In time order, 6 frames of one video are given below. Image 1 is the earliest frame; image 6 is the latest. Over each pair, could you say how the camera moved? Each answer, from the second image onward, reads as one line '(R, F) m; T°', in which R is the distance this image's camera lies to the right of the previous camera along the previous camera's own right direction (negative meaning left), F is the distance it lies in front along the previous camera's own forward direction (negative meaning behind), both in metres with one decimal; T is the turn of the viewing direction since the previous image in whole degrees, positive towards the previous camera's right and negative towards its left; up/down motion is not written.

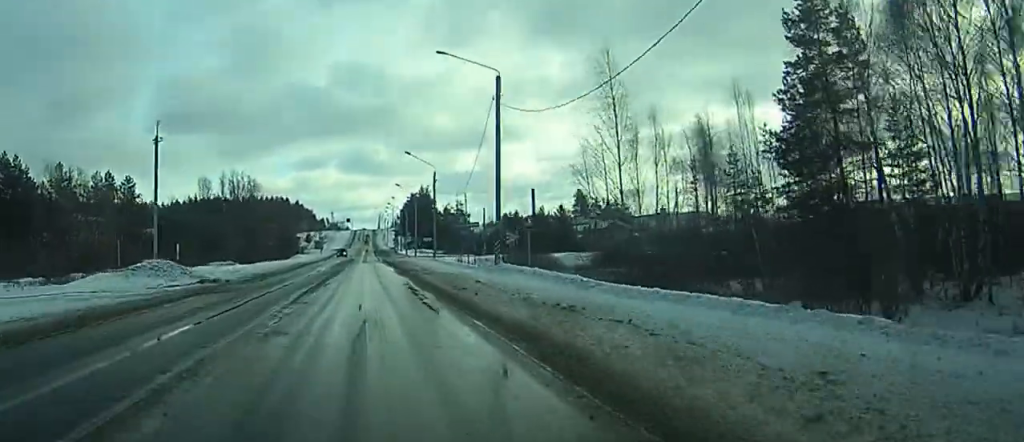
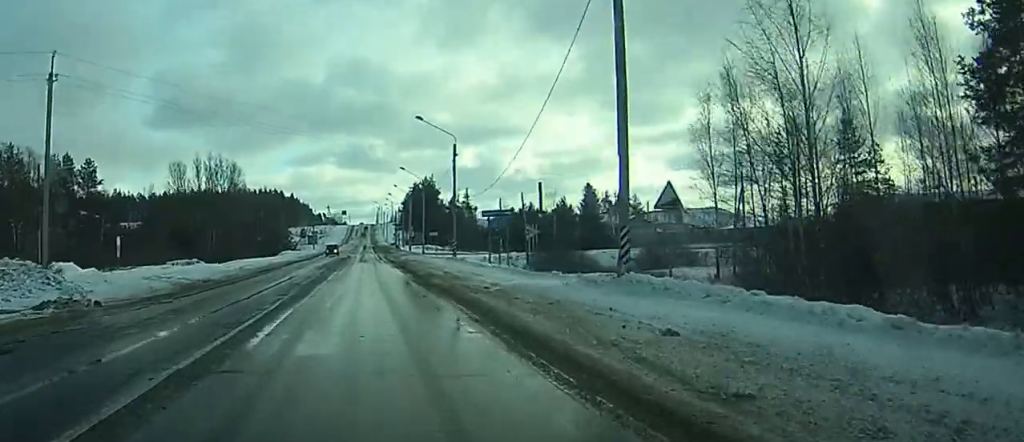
(-0.2, +20.1) m; 0°
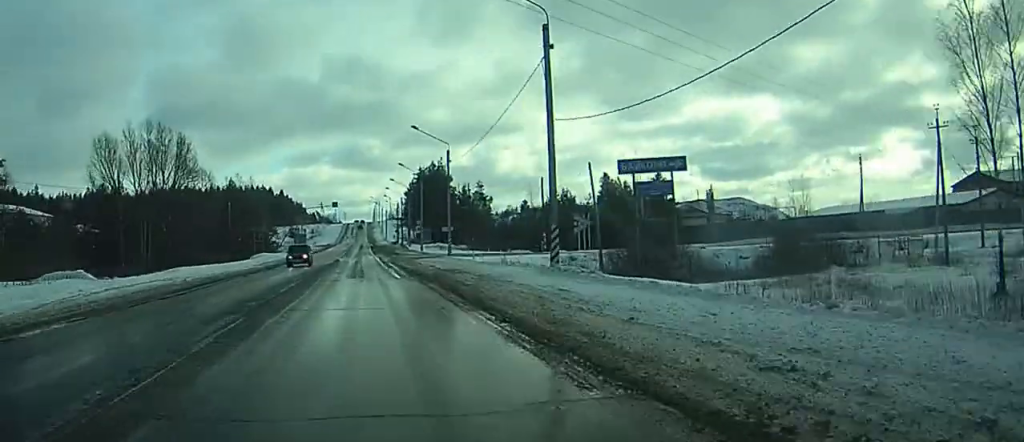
(+0.1, +32.2) m; 0°
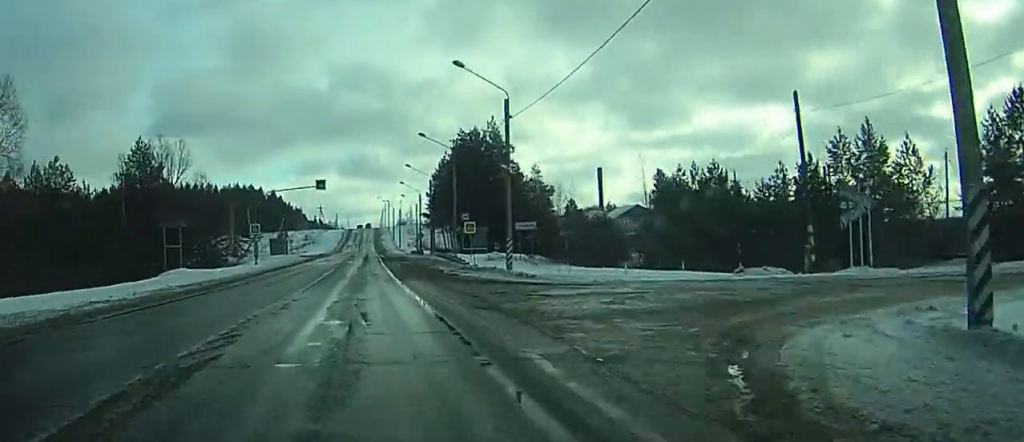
(0.0, +53.6) m; -1°
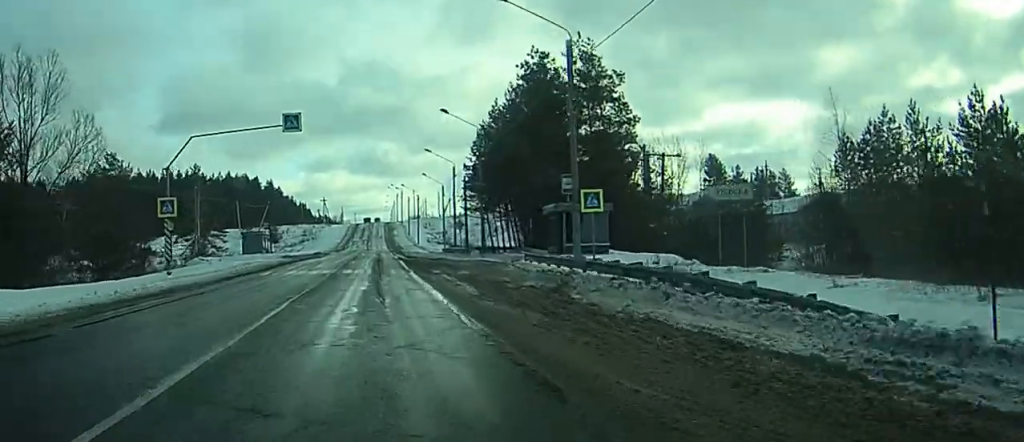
(0.0, +34.6) m; +1°
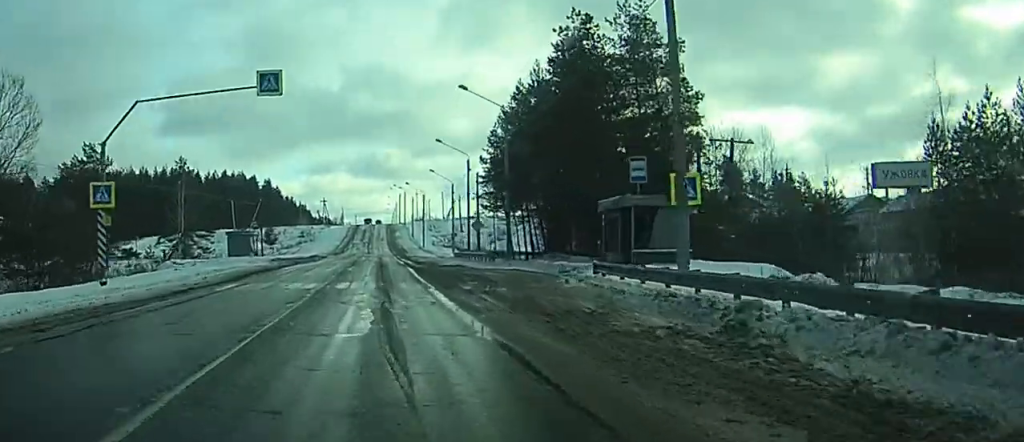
(+0.3, +11.2) m; 0°
